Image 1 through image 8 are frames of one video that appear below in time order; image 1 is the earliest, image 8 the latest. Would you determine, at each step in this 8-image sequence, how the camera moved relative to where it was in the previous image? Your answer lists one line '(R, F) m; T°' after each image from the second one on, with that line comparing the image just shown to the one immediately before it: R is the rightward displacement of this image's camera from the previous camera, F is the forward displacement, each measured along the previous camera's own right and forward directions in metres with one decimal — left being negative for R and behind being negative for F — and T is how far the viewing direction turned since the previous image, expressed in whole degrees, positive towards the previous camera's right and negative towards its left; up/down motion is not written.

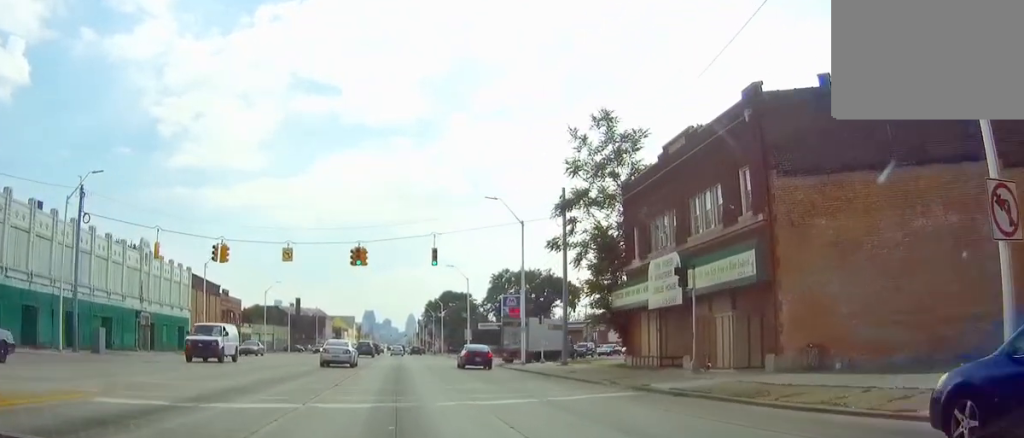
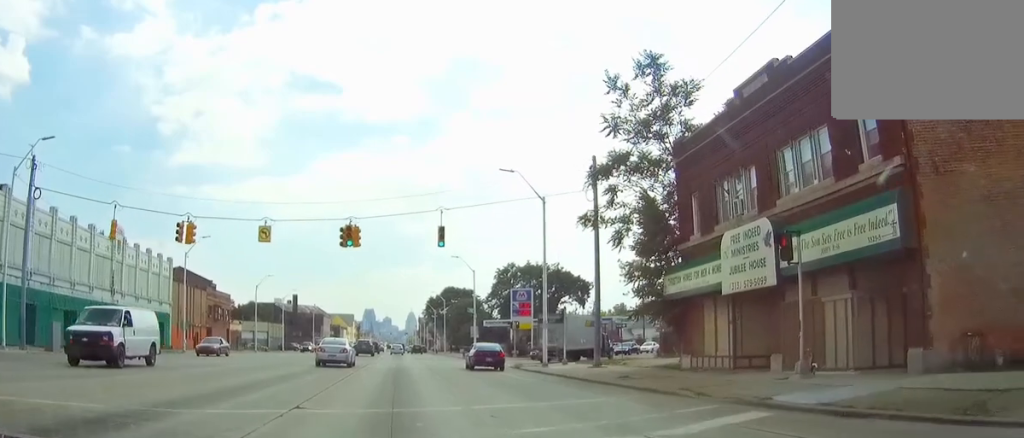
(0.0, +7.8) m; 0°
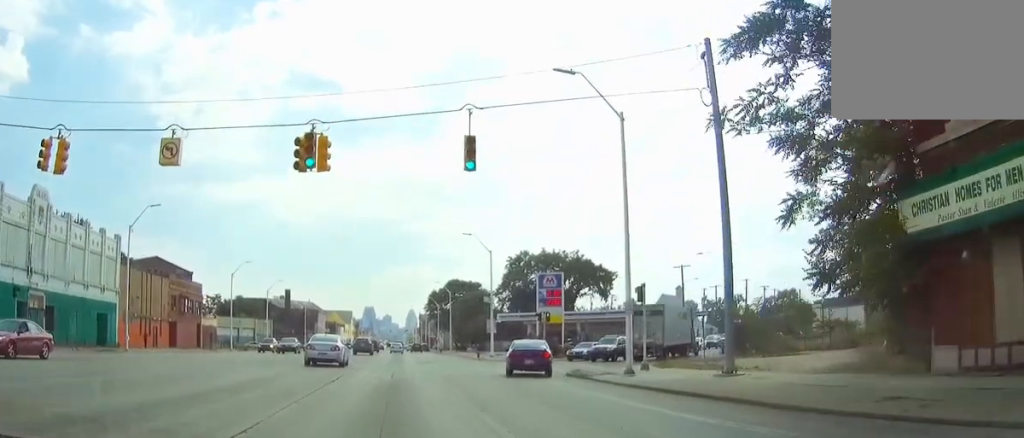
(0.0, +16.8) m; 0°
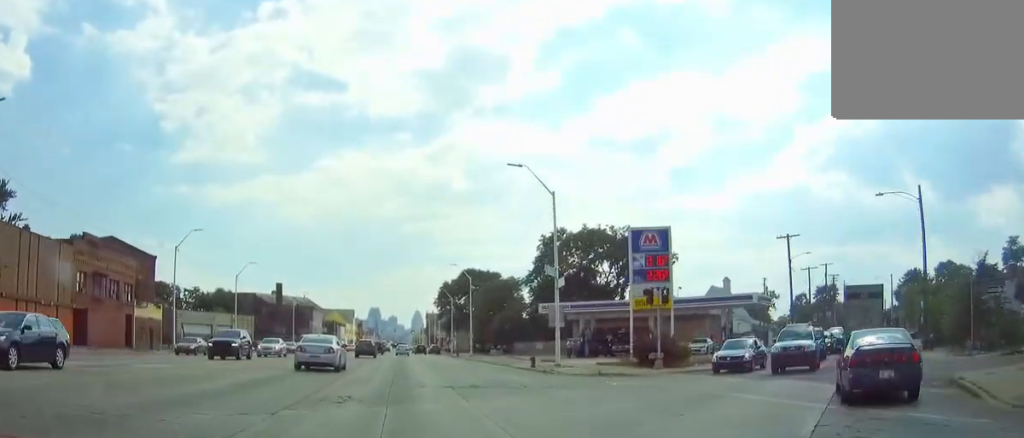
(+0.1, +27.2) m; 0°
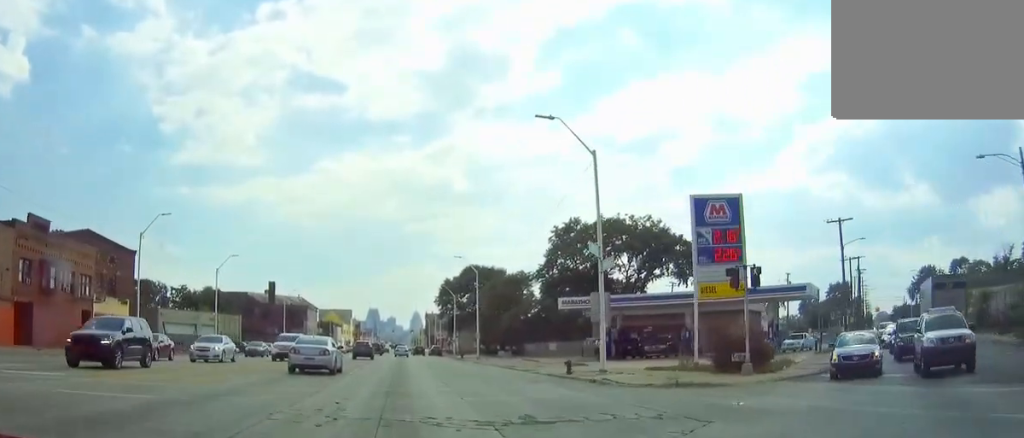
(0.0, +9.8) m; 0°
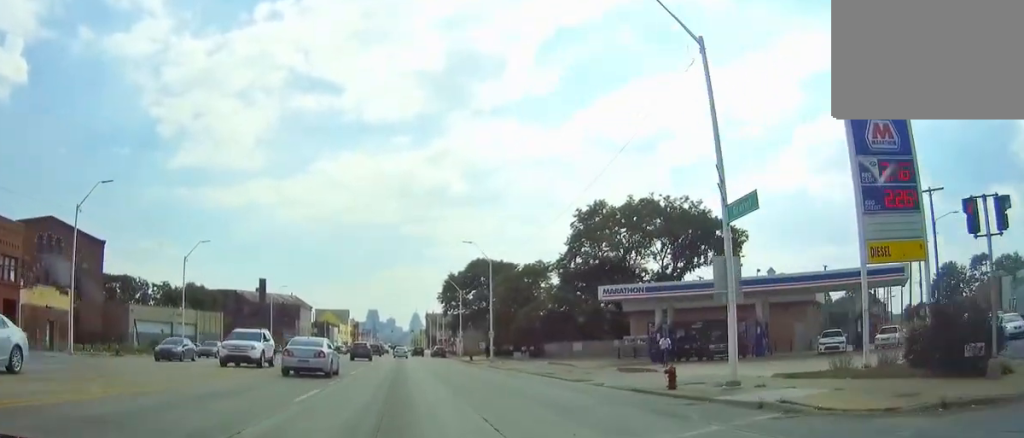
(0.0, +13.7) m; 0°
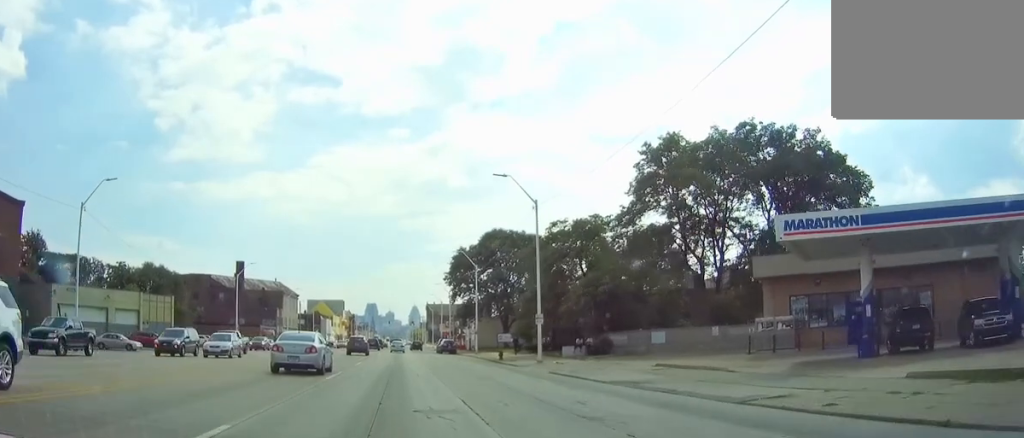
(0.0, +25.7) m; 0°
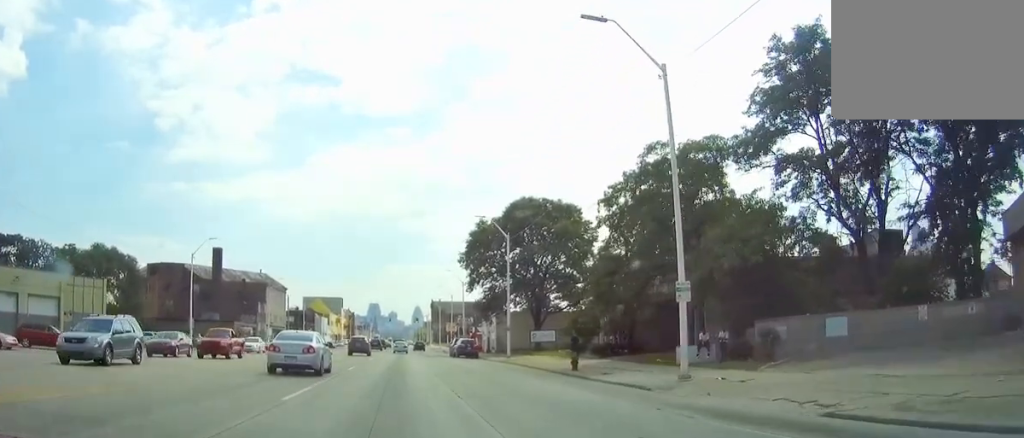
(0.0, +23.7) m; 0°
